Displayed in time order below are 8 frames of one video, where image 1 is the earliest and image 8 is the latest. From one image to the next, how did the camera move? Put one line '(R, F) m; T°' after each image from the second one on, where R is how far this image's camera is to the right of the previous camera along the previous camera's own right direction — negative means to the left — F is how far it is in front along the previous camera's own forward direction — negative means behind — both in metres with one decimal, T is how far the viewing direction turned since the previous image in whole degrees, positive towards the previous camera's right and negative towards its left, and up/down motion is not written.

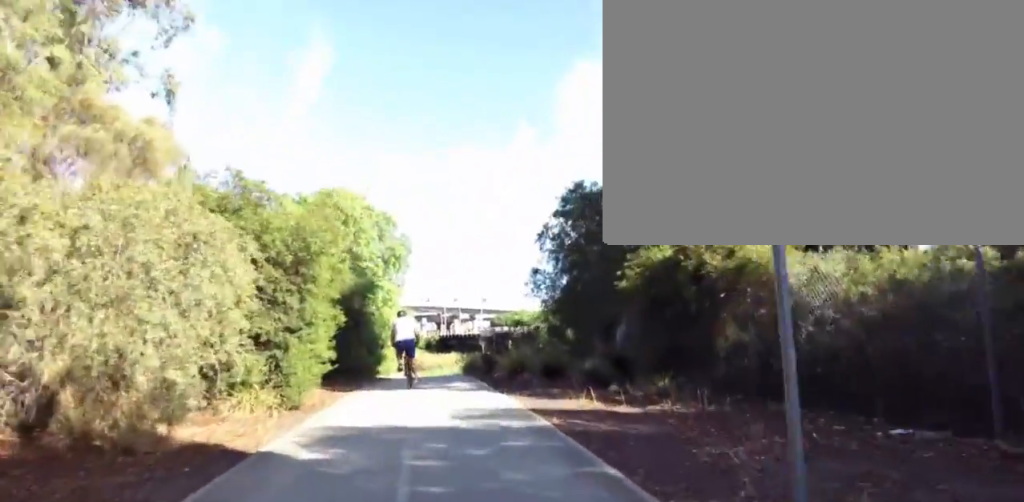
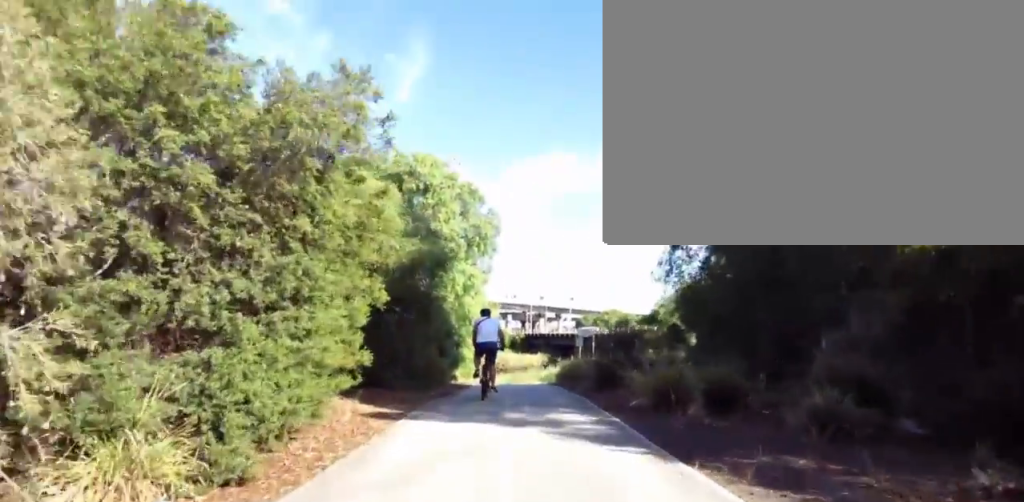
(+0.5, +6.4) m; -4°
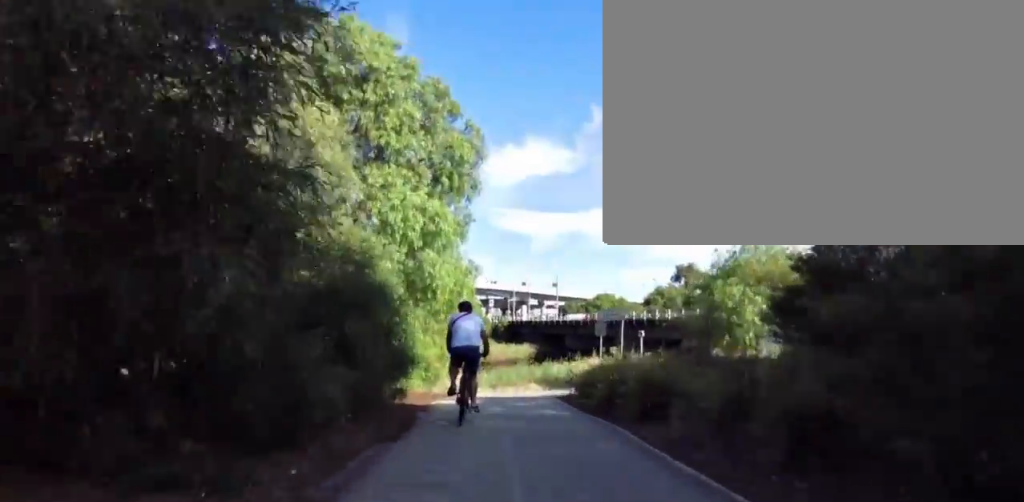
(-1.1, +10.5) m; +1°
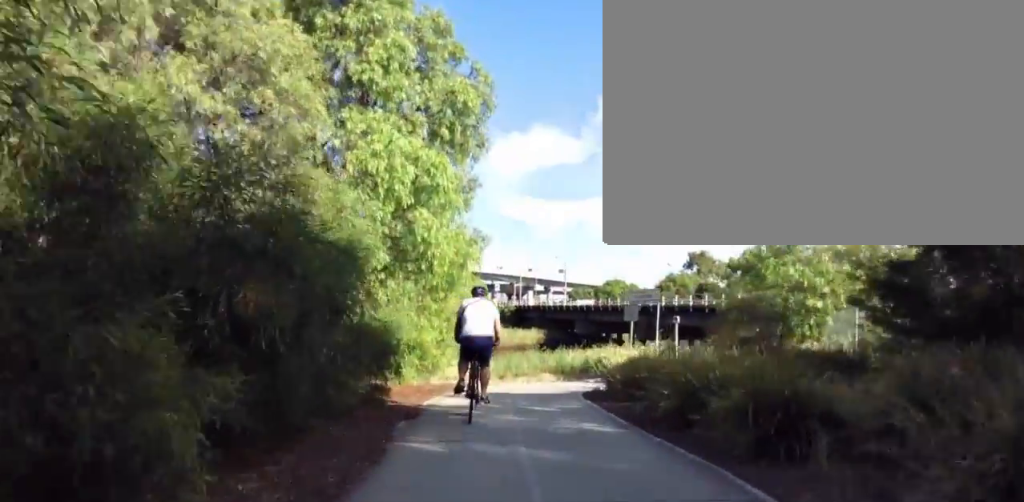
(+0.7, +3.0) m; +8°
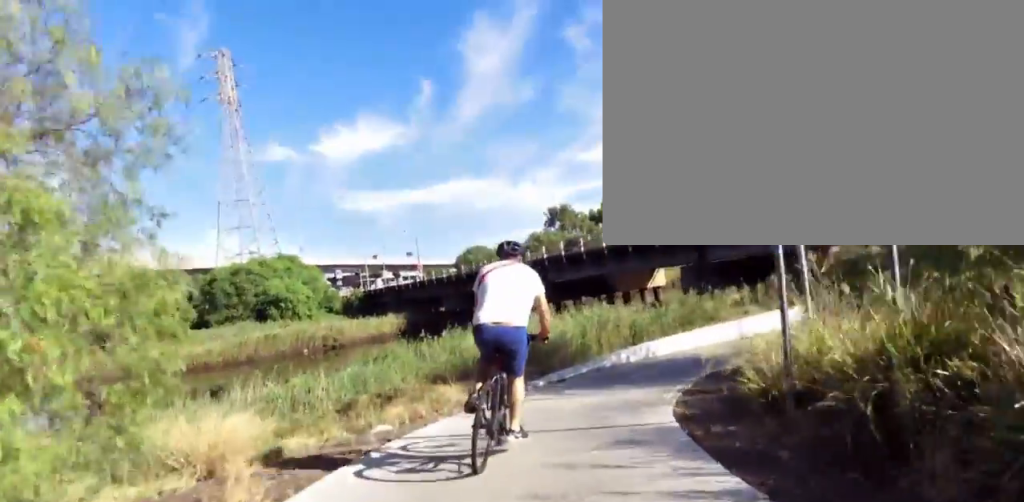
(+3.0, +9.9) m; +36°
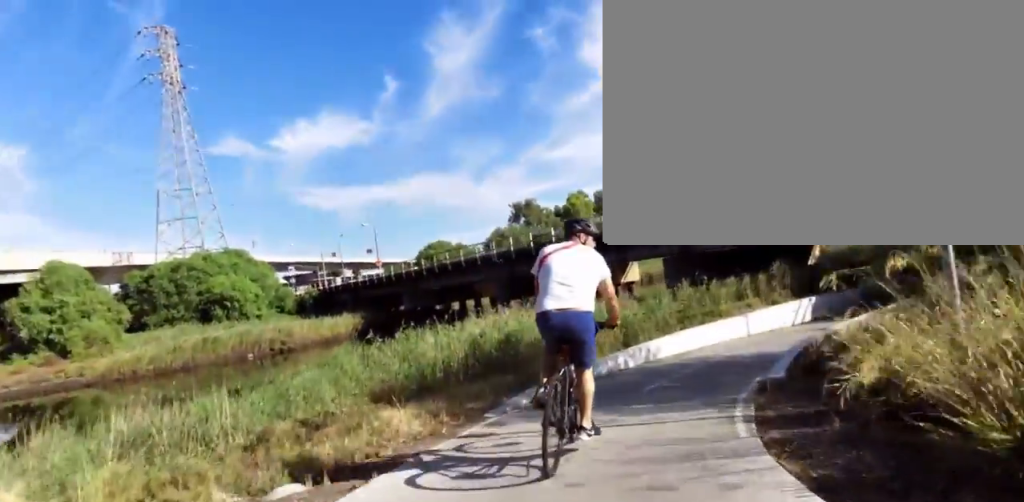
(+0.3, +2.7) m; +7°
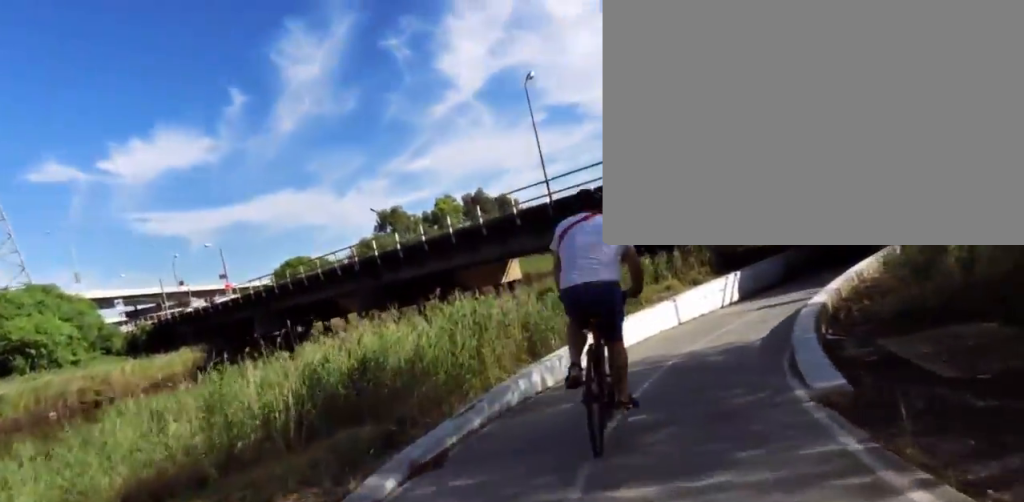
(0.0, +3.6) m; +3°
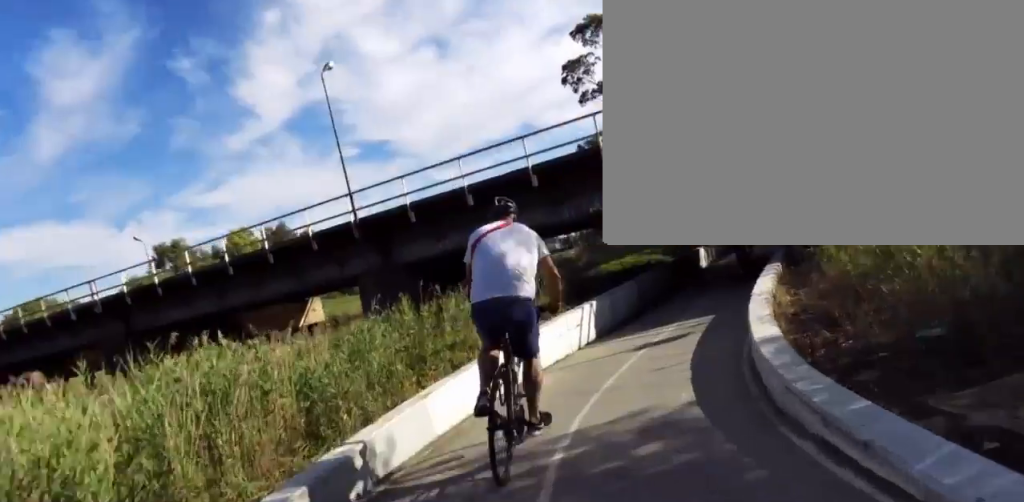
(+0.2, +3.6) m; +9°
